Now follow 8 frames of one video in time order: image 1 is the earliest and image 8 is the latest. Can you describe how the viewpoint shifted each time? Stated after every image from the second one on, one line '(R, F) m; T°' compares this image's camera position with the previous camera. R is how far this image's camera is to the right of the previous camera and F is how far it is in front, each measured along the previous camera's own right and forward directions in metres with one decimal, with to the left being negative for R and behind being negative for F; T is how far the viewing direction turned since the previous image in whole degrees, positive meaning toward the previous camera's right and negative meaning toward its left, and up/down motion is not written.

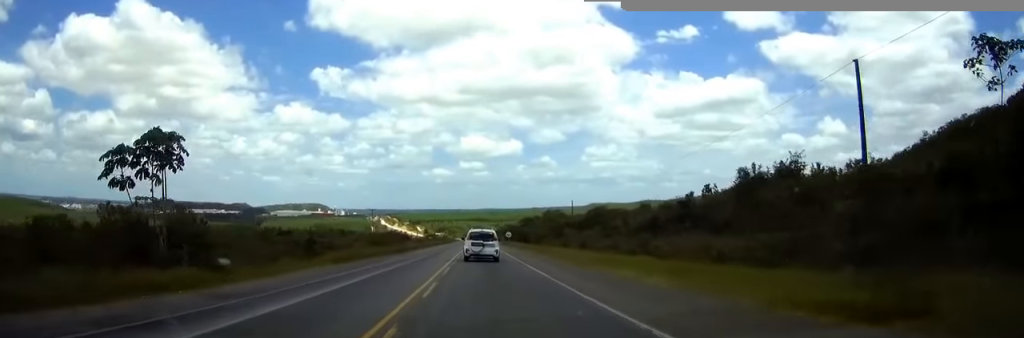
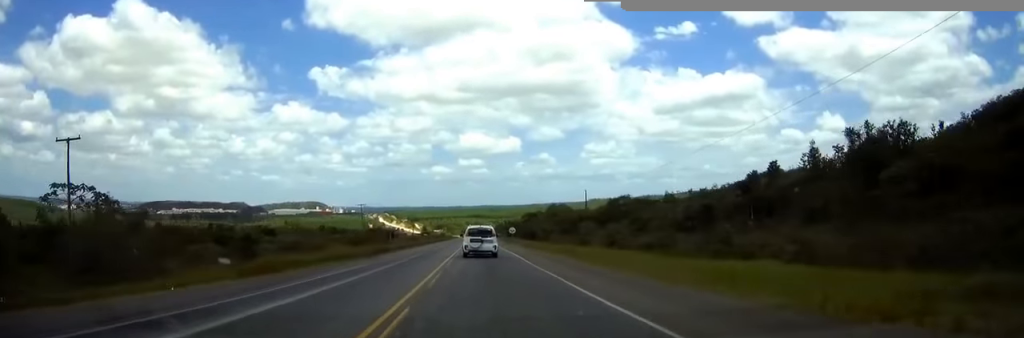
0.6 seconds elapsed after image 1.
(0.0, +16.0) m; 0°
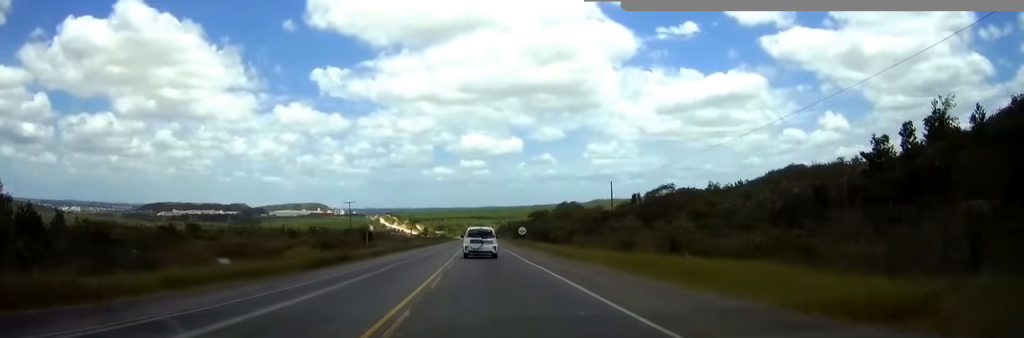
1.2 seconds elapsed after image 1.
(0.0, +18.1) m; 0°
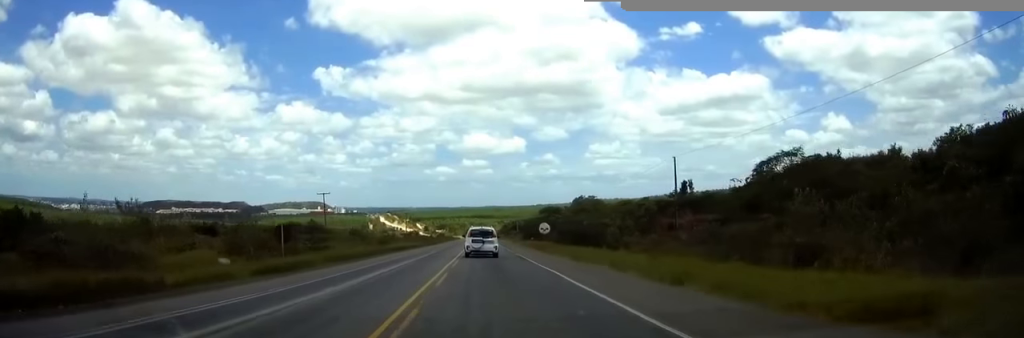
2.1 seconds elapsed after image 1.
(0.0, +26.8) m; 0°
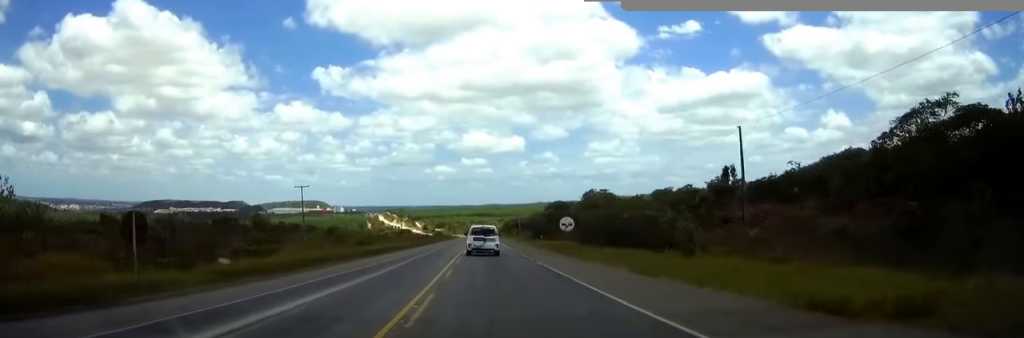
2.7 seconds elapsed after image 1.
(+0.1, +15.4) m; 0°
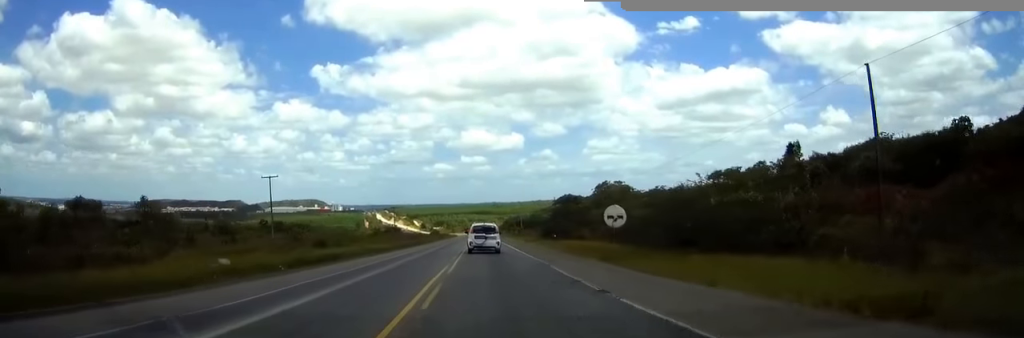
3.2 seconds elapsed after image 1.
(-0.1, +16.3) m; 0°
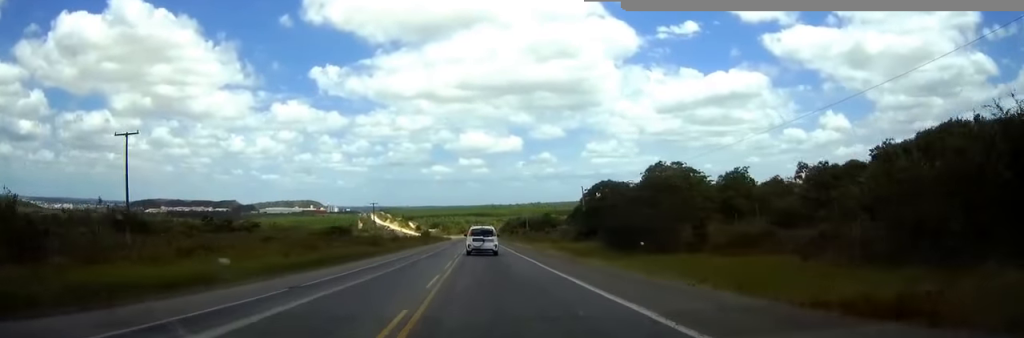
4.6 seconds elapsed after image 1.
(0.0, +39.5) m; 0°
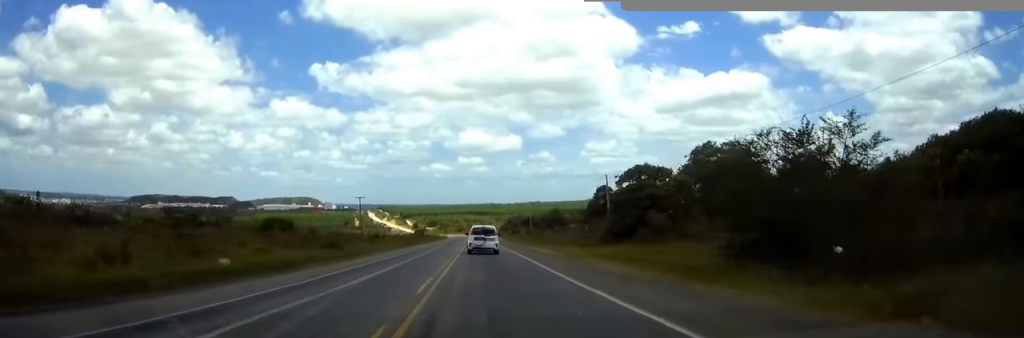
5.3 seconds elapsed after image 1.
(+0.1, +19.4) m; 0°
